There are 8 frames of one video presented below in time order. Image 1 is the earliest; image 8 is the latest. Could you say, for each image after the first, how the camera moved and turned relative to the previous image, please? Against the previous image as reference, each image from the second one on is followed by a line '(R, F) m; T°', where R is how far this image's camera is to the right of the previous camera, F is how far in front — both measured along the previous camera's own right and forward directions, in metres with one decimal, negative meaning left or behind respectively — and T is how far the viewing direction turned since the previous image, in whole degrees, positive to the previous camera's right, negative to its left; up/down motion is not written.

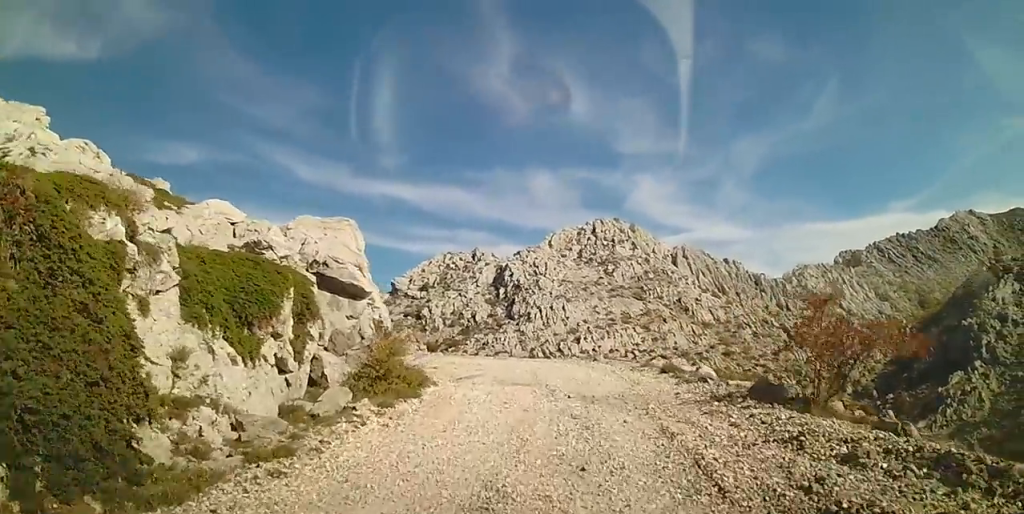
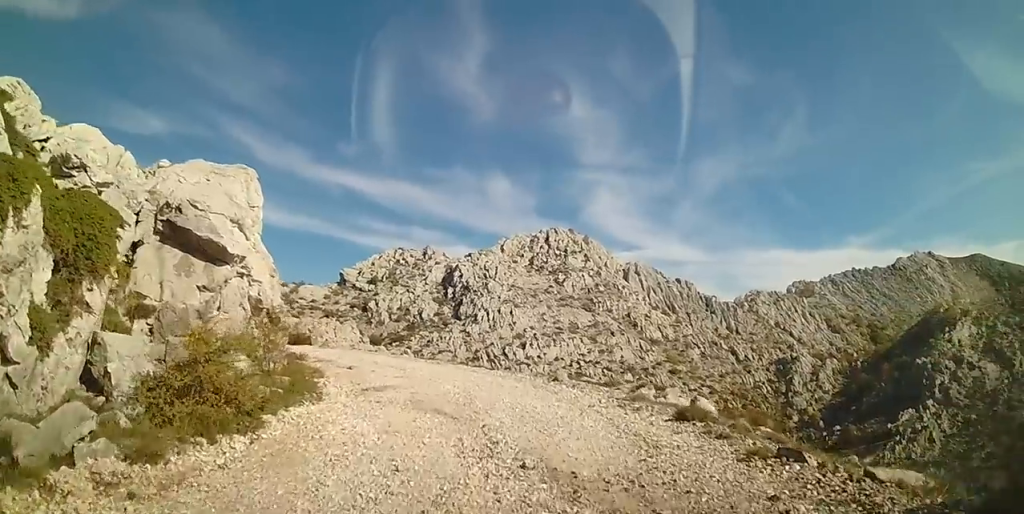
(+0.6, +5.0) m; +3°
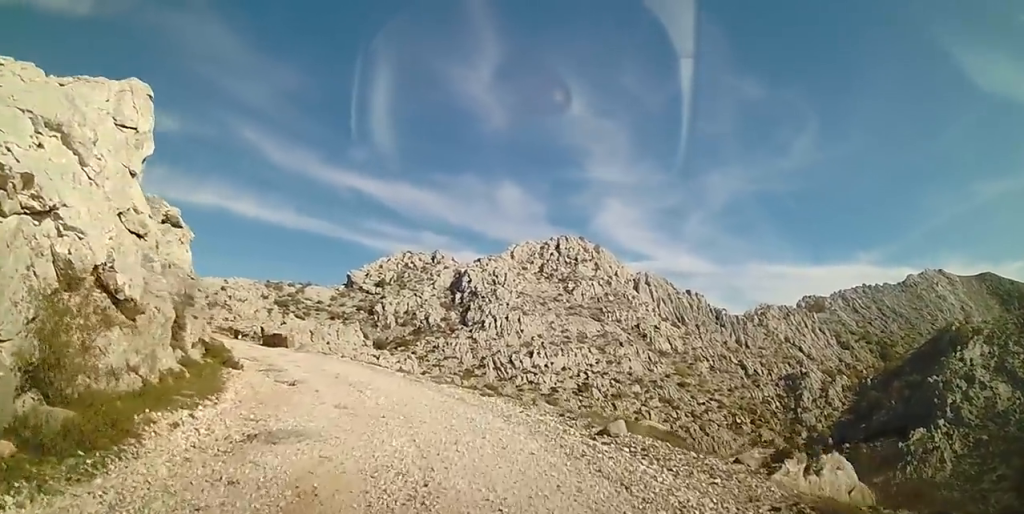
(-0.3, +5.8) m; -7°
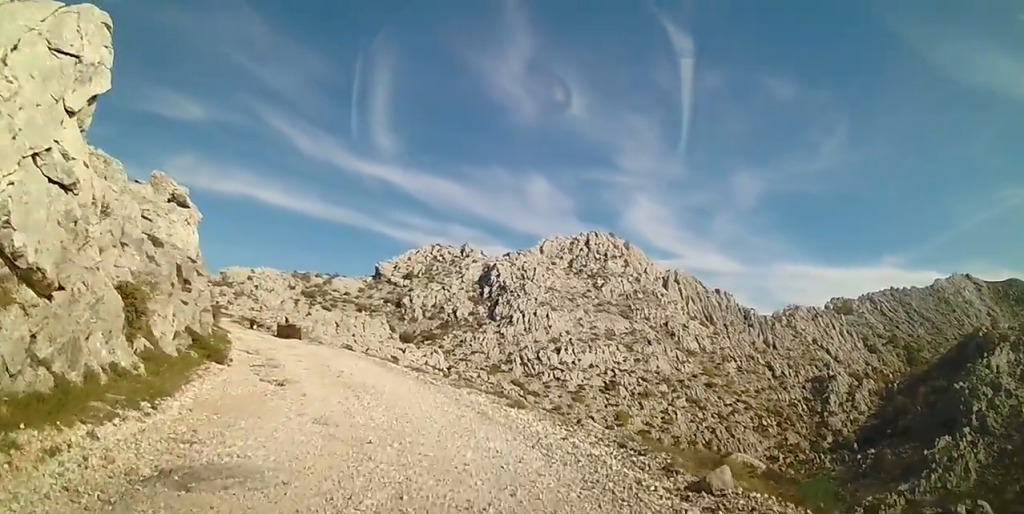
(-0.1, +2.4) m; -4°
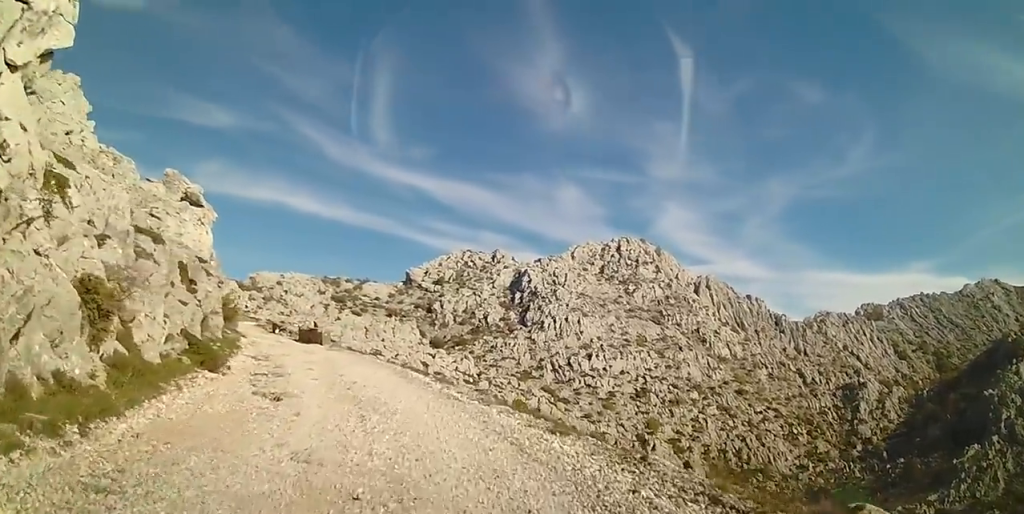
(-0.1, +1.8) m; -4°
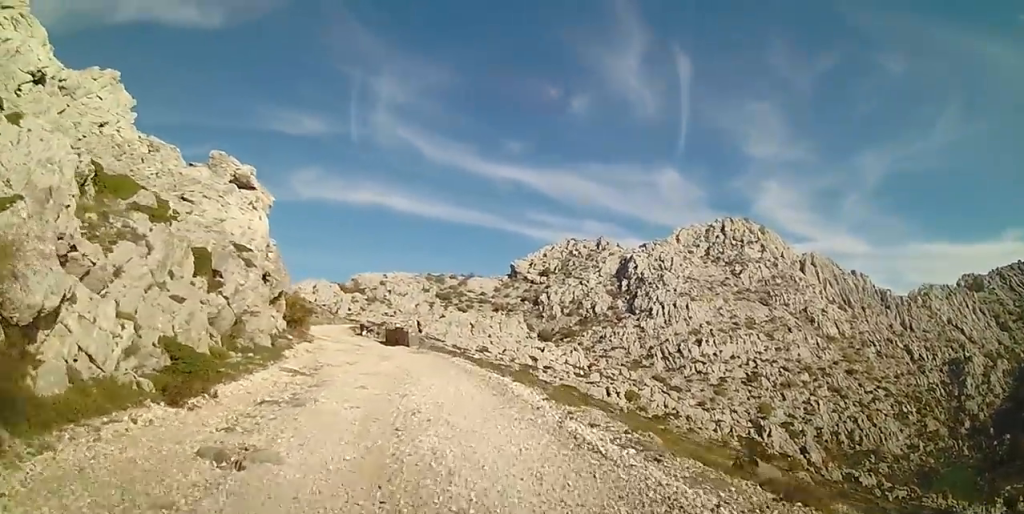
(-0.3, +5.2) m; -10°
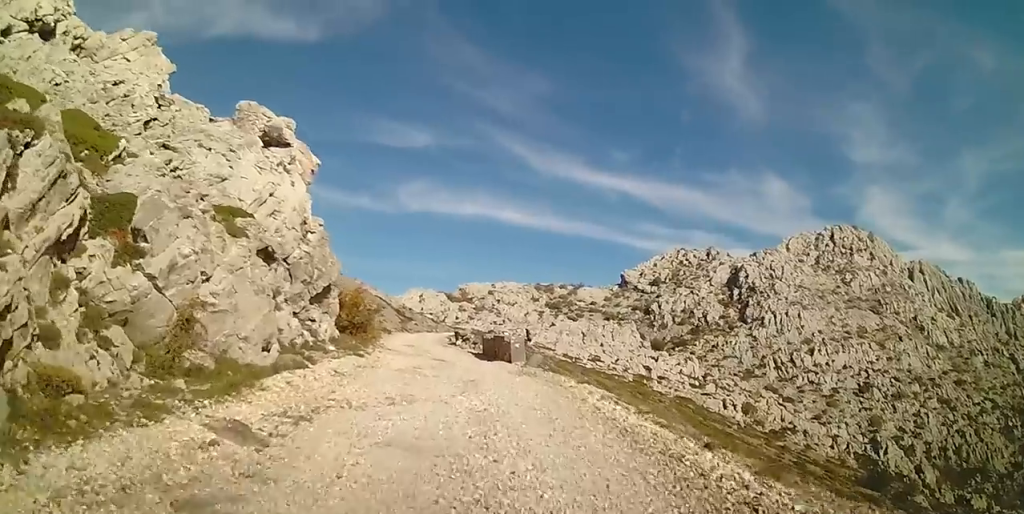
(-0.7, +7.9) m; -8°
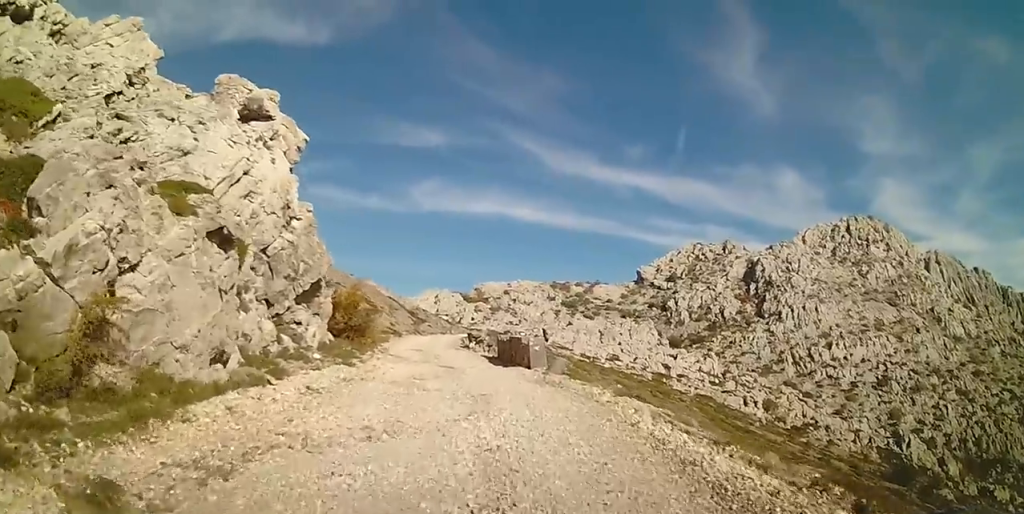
(+0.1, +2.6) m; -2°
